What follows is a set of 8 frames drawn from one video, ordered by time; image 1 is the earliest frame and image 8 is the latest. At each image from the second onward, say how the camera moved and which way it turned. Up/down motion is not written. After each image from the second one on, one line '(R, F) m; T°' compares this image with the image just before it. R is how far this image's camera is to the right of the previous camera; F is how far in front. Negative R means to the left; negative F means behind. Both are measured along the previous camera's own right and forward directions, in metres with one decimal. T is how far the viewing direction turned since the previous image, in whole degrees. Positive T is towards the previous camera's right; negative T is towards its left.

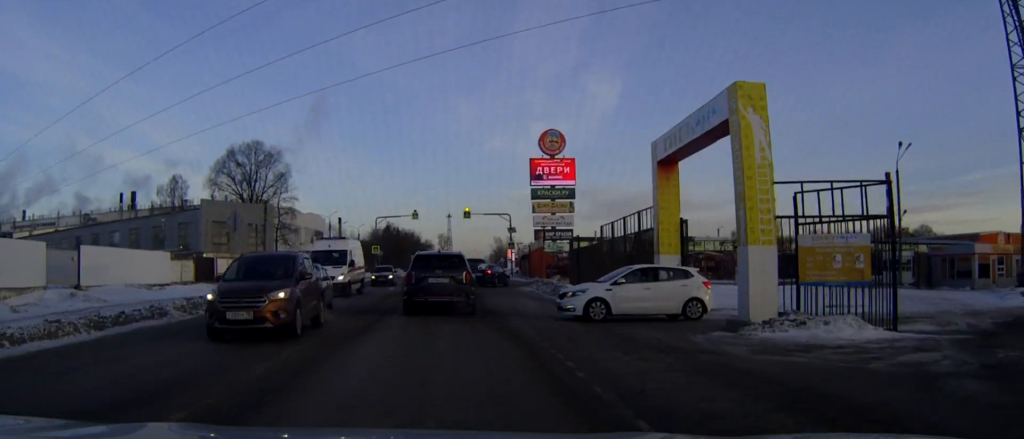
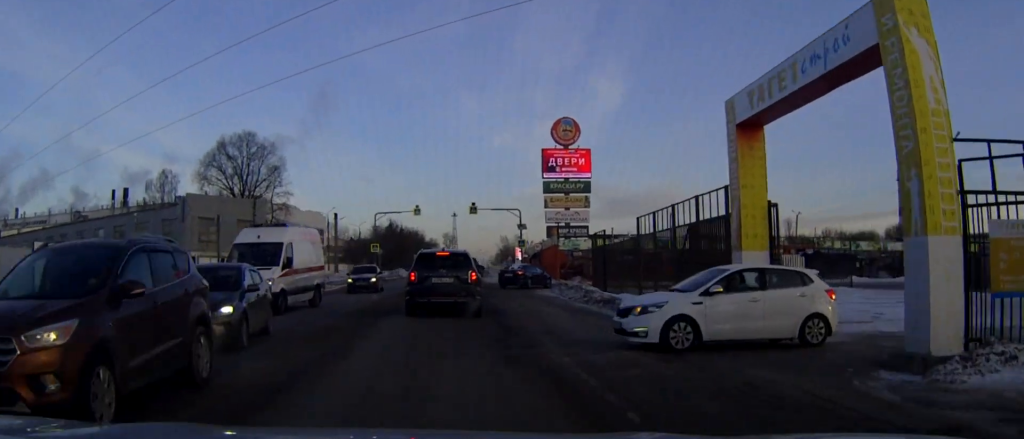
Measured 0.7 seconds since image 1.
(-0.1, +6.8) m; 0°
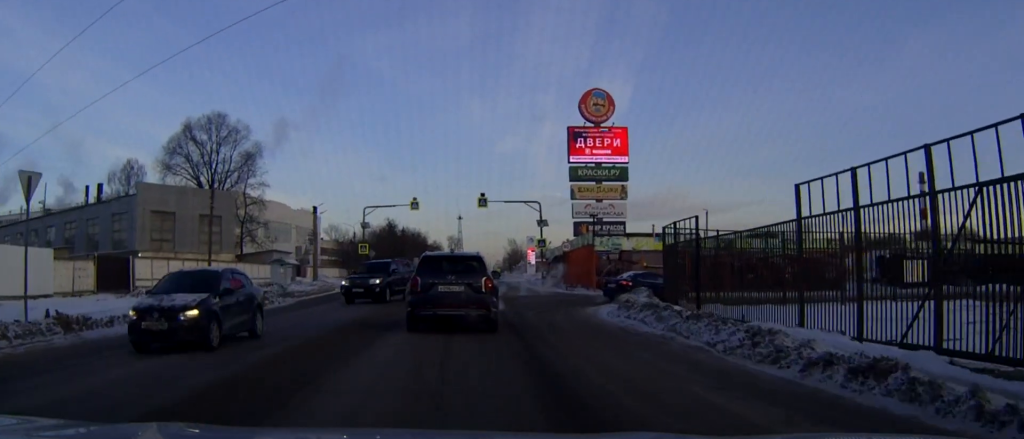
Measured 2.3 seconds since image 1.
(0.0, +14.8) m; 0°
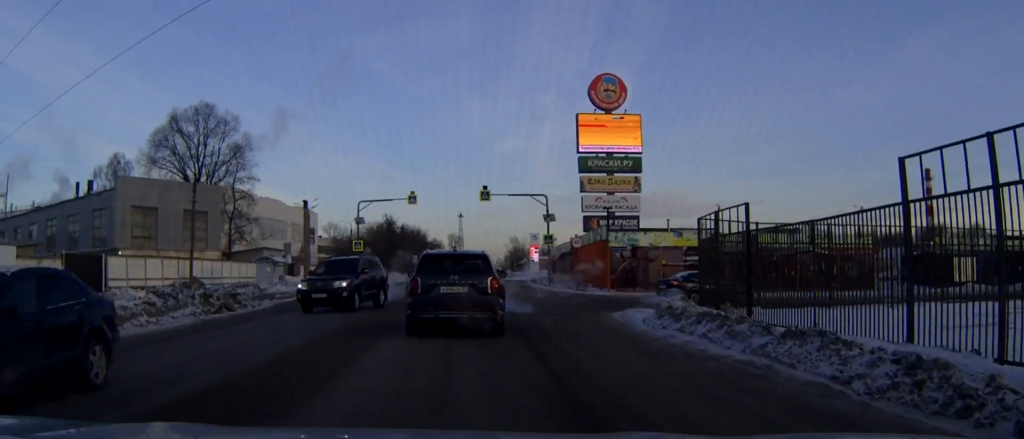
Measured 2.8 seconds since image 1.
(0.0, +4.5) m; 0°
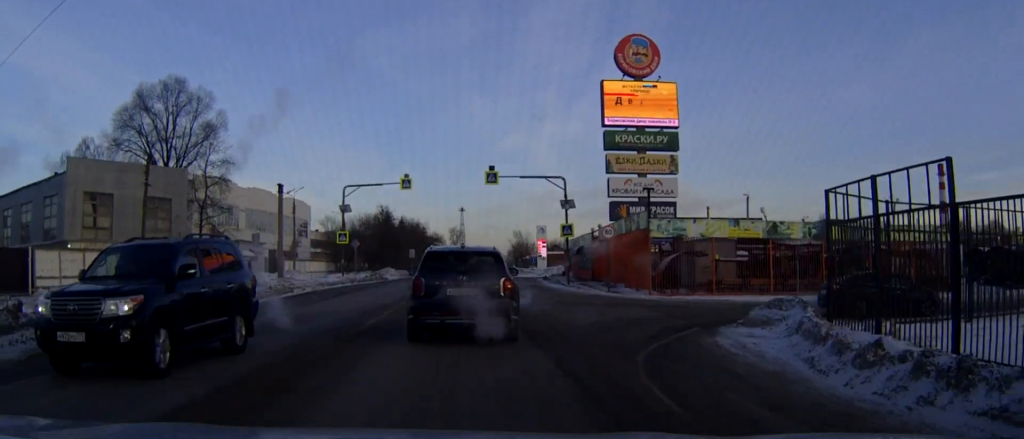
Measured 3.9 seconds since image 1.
(+0.1, +9.5) m; 0°
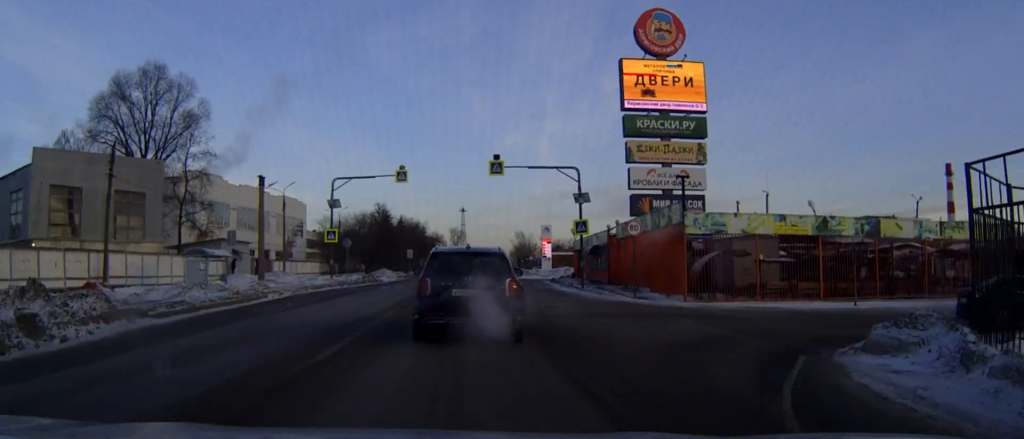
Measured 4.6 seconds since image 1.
(0.0, +5.6) m; 0°
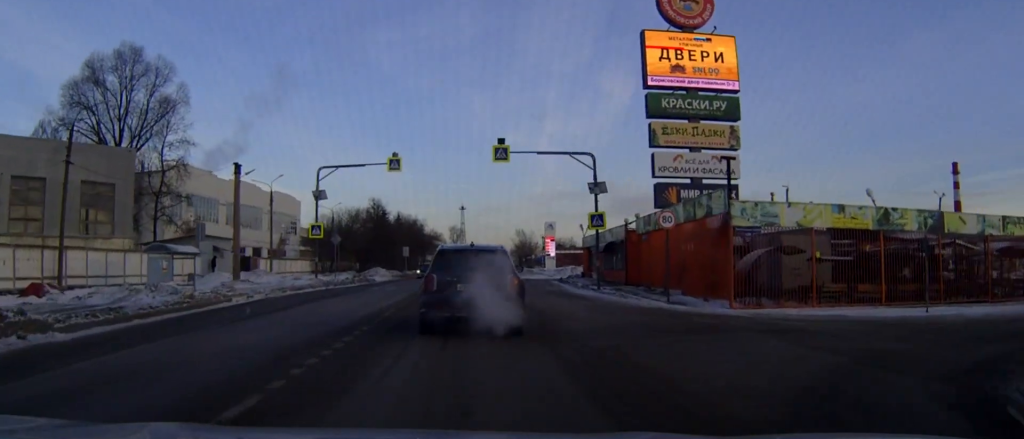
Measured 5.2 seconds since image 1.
(0.0, +5.6) m; 0°
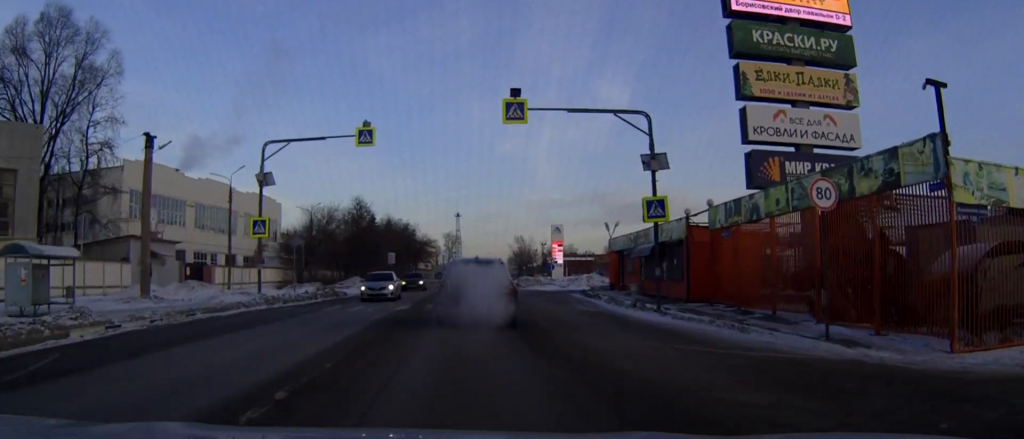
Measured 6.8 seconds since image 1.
(0.0, +12.8) m; +1°
